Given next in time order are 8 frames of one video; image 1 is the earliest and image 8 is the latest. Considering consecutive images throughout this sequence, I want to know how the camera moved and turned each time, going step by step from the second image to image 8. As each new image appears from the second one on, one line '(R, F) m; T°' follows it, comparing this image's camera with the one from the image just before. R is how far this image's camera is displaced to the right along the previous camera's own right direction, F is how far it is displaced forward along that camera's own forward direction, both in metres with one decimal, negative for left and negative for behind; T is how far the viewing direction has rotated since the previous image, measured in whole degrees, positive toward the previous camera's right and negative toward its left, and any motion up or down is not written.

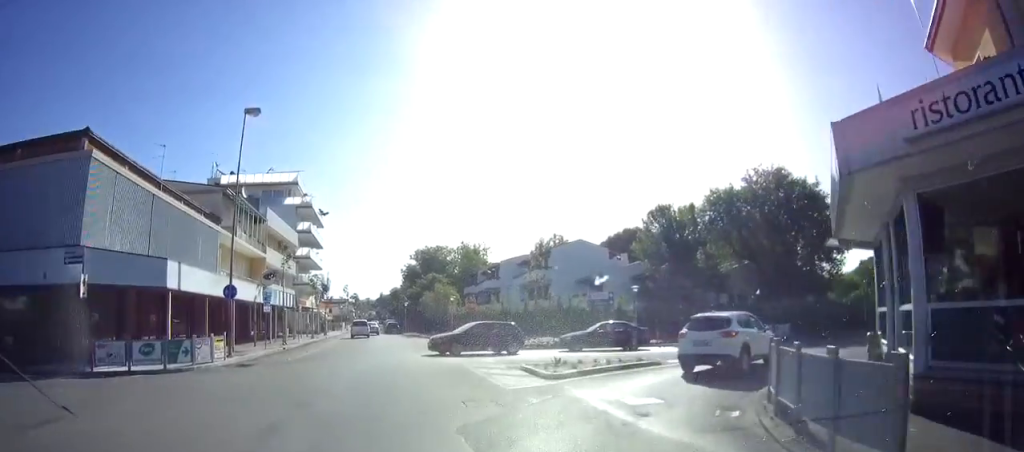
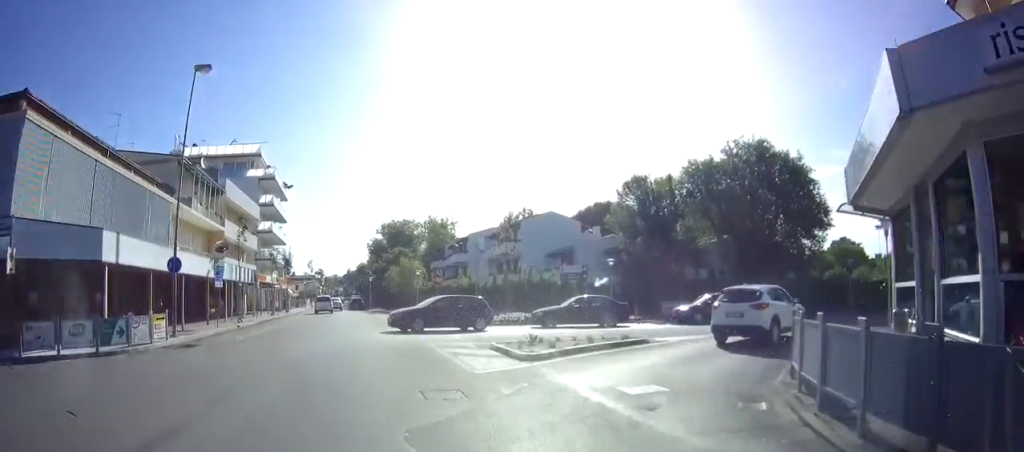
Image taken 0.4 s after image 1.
(-0.1, +2.5) m; +6°
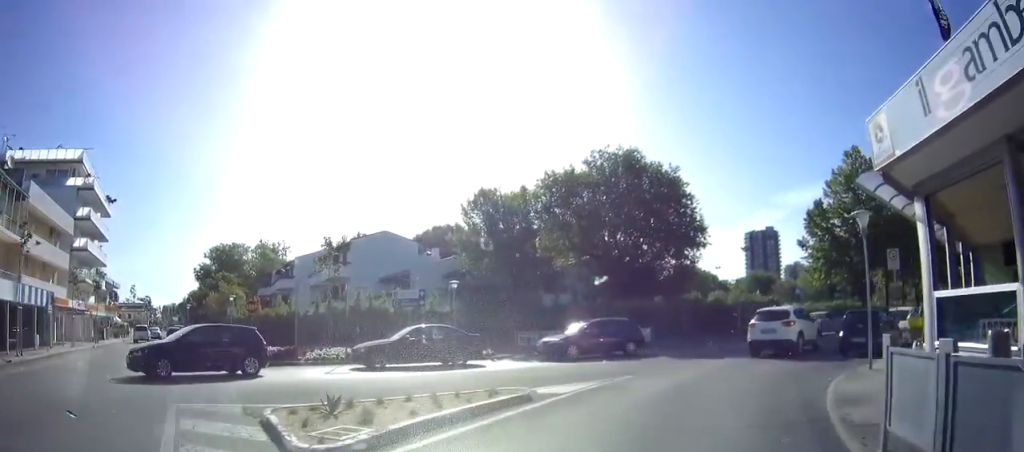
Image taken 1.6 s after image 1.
(+1.0, +7.2) m; +11°
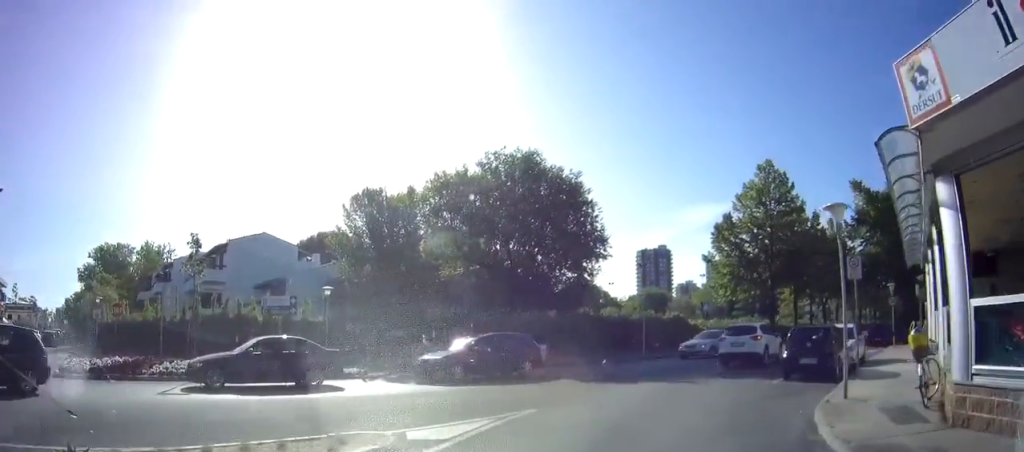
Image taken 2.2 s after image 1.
(0.0, +3.7) m; +7°
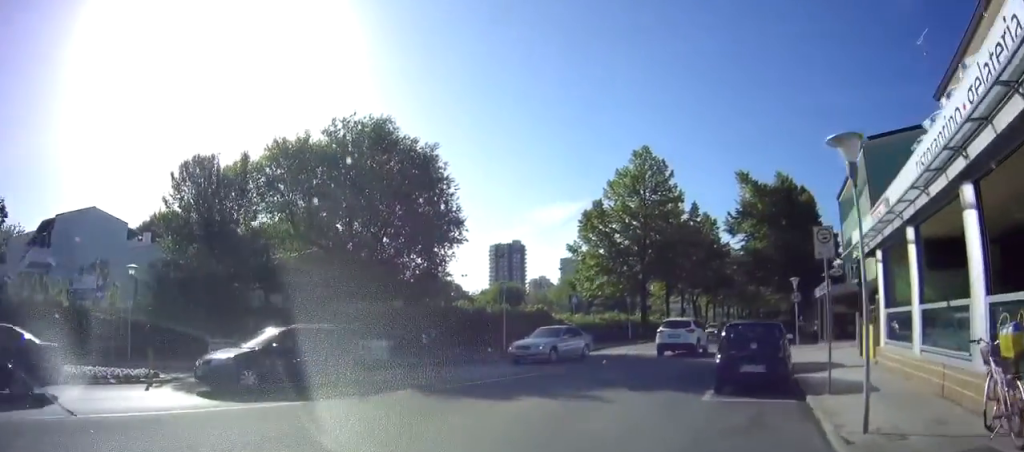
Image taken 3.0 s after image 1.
(+0.6, +5.0) m; +10°
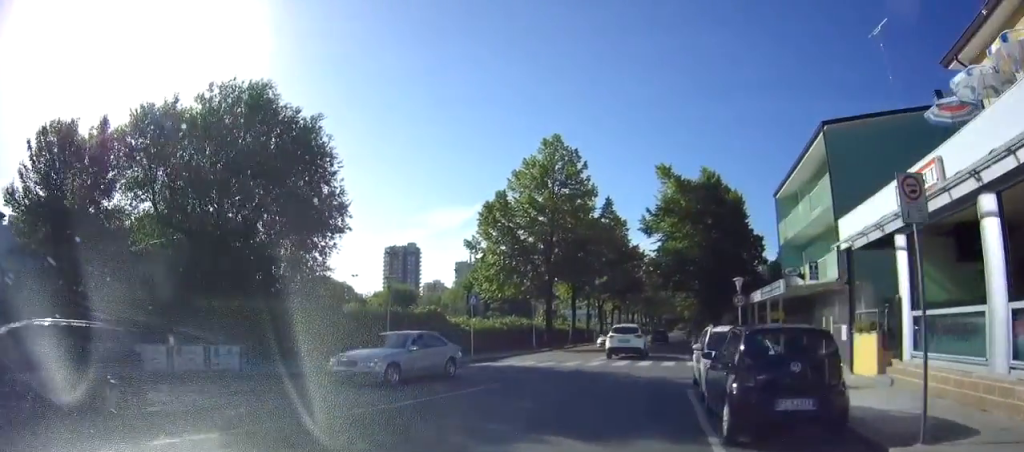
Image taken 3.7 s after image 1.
(+0.5, +5.1) m; +9°
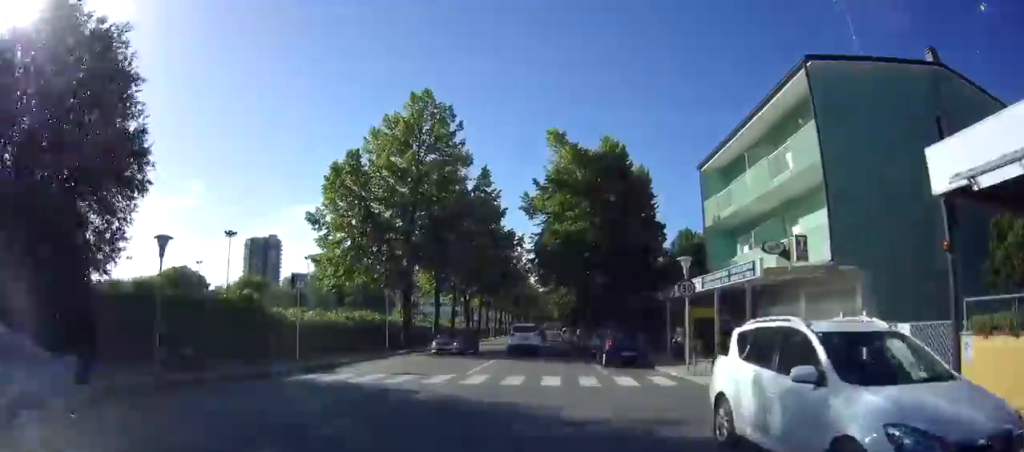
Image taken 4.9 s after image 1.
(+1.0, +8.6) m; +14°
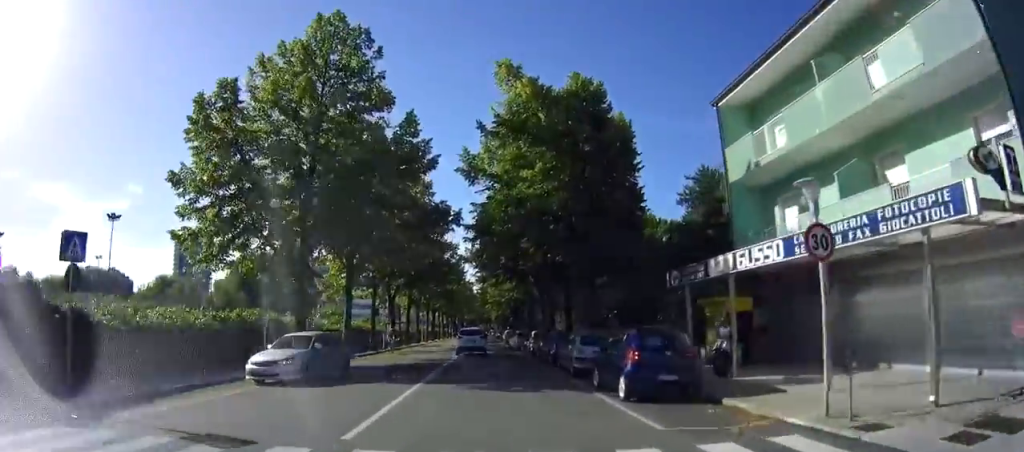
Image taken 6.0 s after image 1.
(+1.0, +9.9) m; +8°
